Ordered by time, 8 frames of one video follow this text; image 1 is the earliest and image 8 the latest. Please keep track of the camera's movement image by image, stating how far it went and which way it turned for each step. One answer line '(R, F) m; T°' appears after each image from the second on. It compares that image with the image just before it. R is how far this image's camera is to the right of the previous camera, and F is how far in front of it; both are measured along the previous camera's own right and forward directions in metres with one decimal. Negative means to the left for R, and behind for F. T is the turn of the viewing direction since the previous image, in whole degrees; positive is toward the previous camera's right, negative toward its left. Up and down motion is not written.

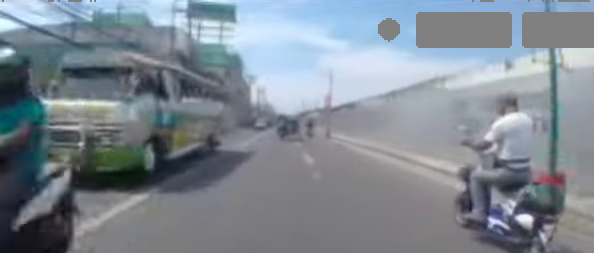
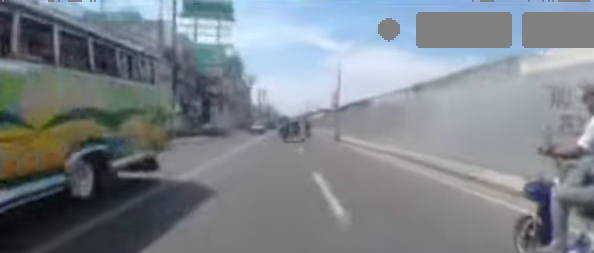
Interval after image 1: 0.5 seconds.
(0.0, +4.1) m; 0°
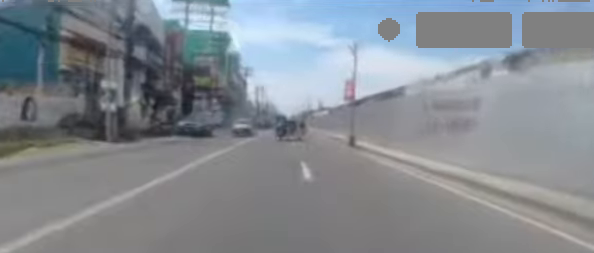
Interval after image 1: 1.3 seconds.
(+0.1, +6.7) m; +2°
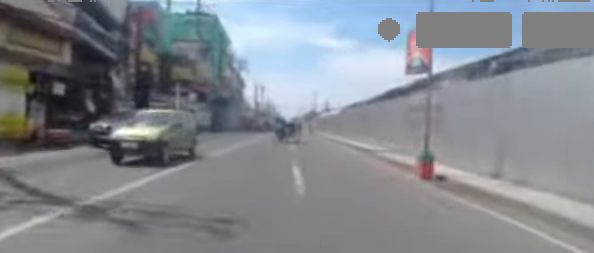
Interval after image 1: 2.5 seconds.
(+0.2, +10.5) m; +1°
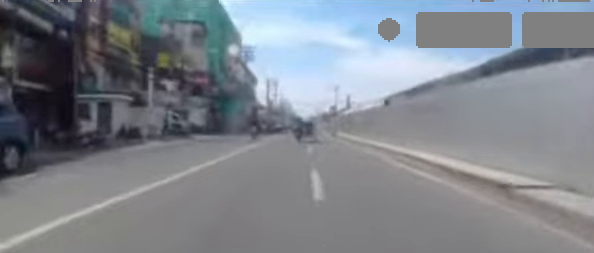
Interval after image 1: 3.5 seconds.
(-0.1, +9.2) m; -5°
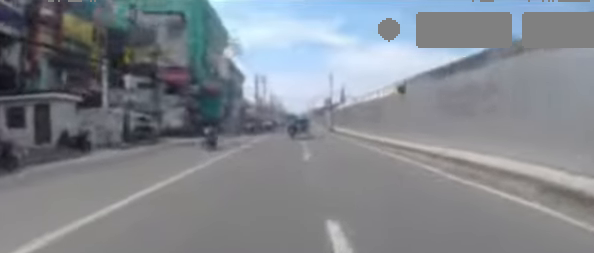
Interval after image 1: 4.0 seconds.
(-0.3, +4.5) m; -2°
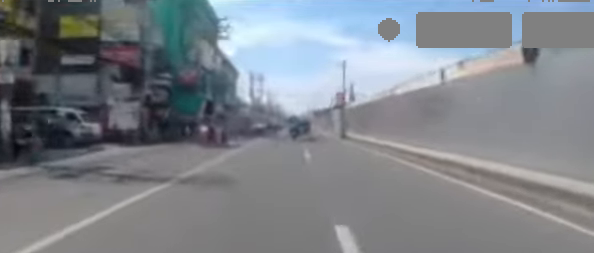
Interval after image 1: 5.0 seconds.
(-0.3, +9.1) m; 0°
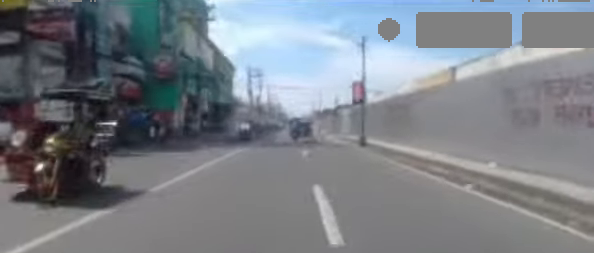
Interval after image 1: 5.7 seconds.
(+0.1, +6.5) m; +1°
